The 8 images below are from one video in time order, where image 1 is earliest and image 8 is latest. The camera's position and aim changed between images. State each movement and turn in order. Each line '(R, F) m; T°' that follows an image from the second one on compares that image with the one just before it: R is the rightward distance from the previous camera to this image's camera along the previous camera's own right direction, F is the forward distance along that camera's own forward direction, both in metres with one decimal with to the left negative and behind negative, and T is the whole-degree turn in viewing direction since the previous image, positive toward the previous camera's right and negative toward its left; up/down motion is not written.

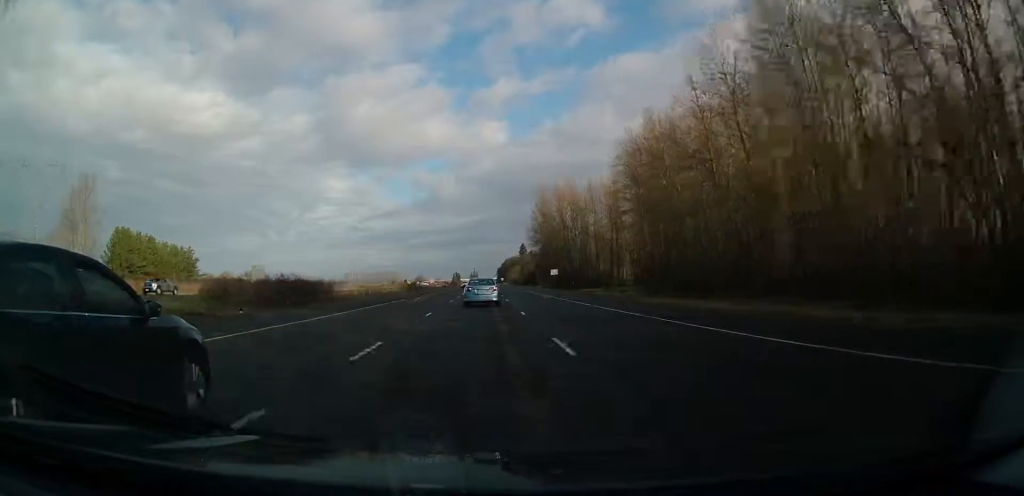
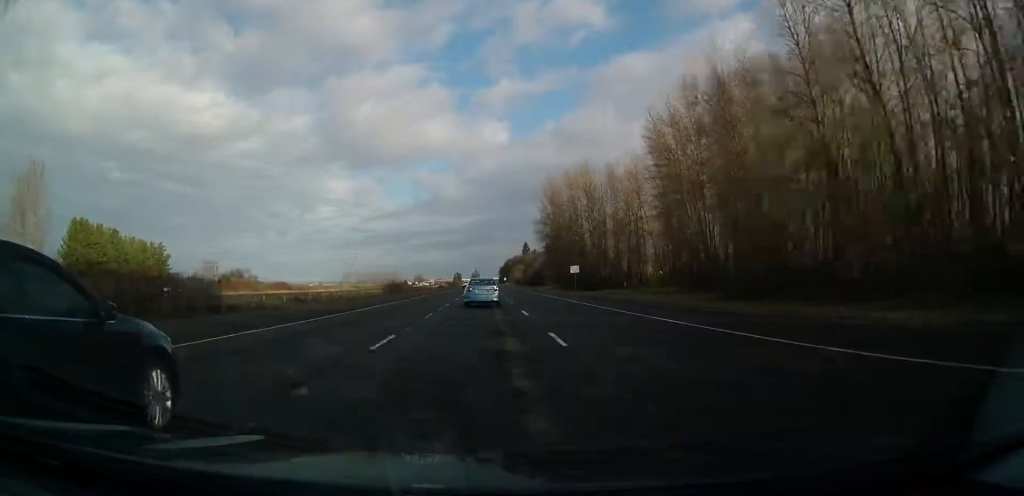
(0.0, +22.7) m; 0°
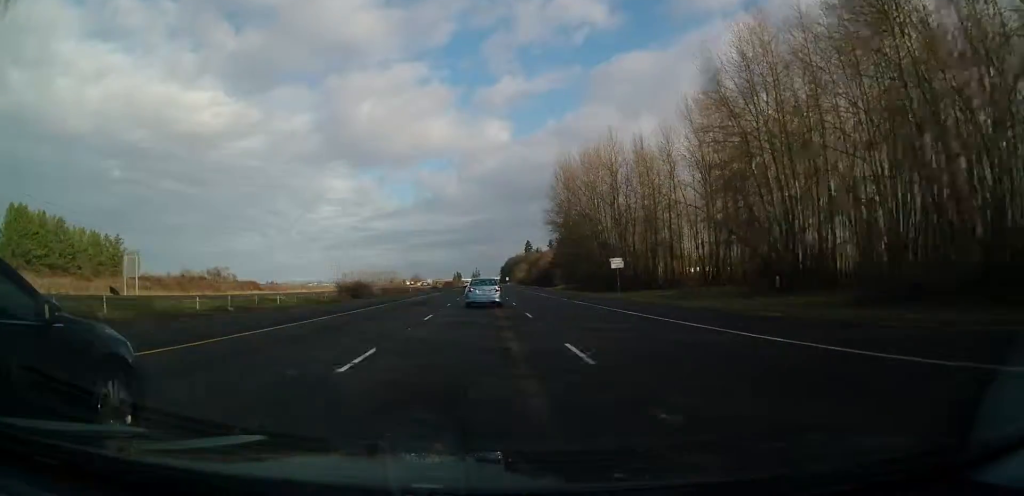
(+0.1, +27.2) m; 0°
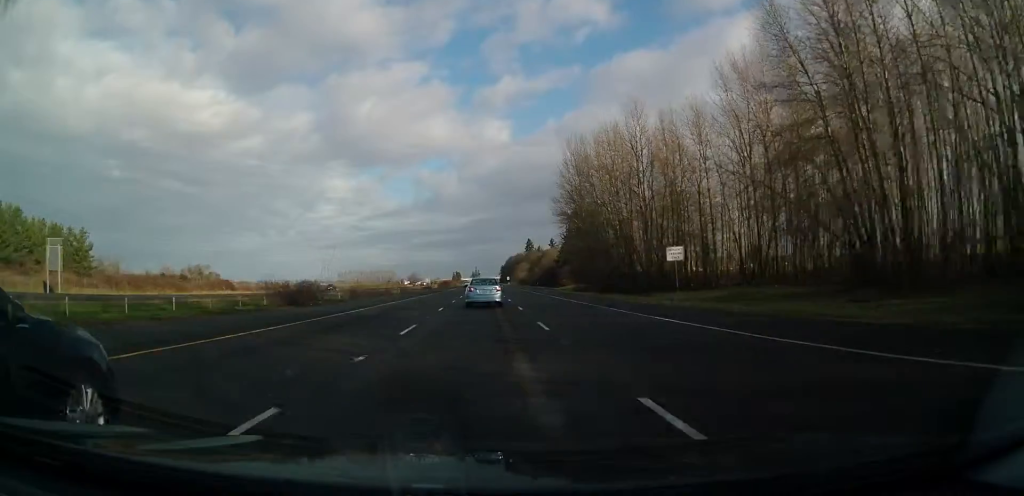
(+0.2, +18.2) m; 0°
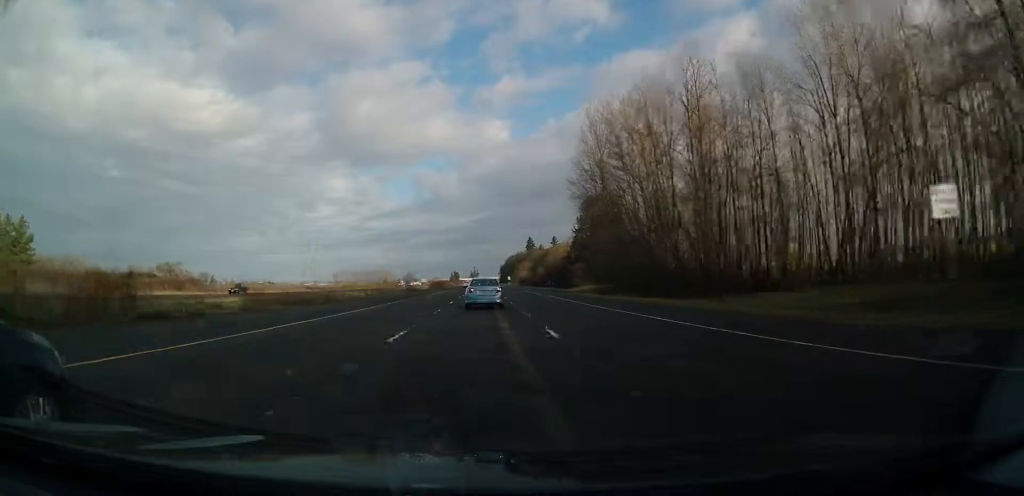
(-0.2, +26.1) m; 0°
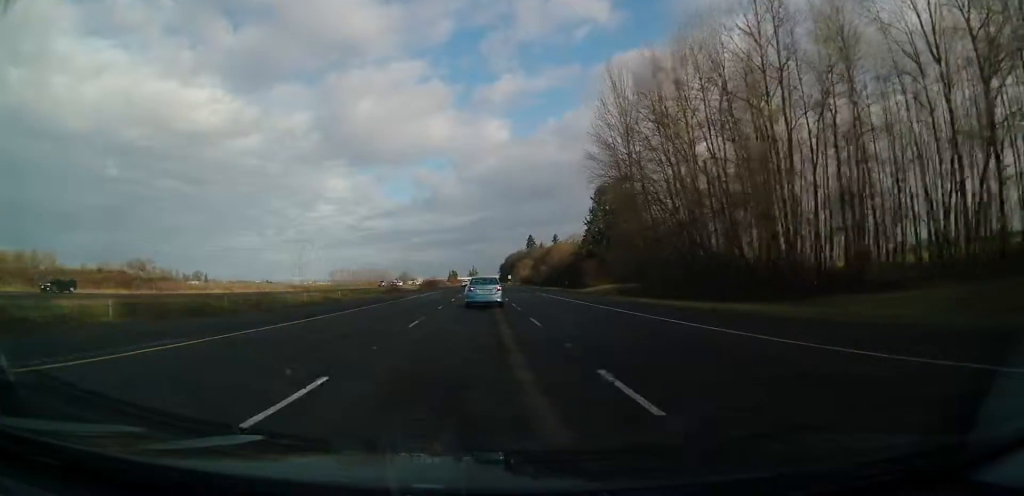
(-0.1, +20.5) m; 0°
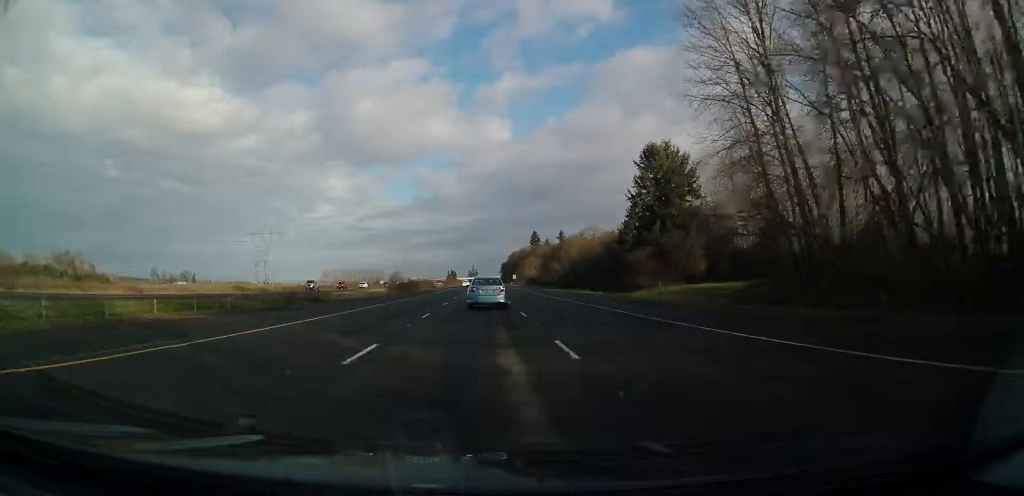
(+0.1, +44.5) m; 0°
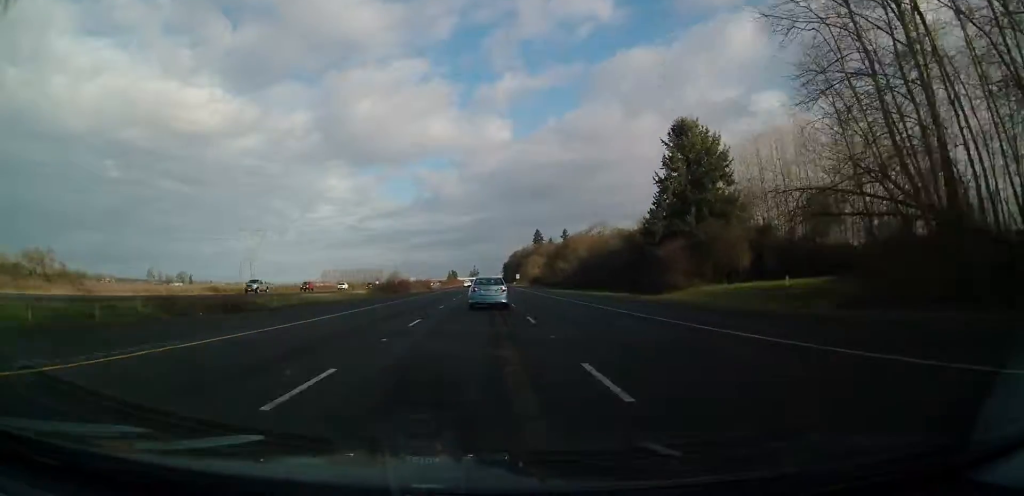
(-0.1, +16.0) m; 0°
